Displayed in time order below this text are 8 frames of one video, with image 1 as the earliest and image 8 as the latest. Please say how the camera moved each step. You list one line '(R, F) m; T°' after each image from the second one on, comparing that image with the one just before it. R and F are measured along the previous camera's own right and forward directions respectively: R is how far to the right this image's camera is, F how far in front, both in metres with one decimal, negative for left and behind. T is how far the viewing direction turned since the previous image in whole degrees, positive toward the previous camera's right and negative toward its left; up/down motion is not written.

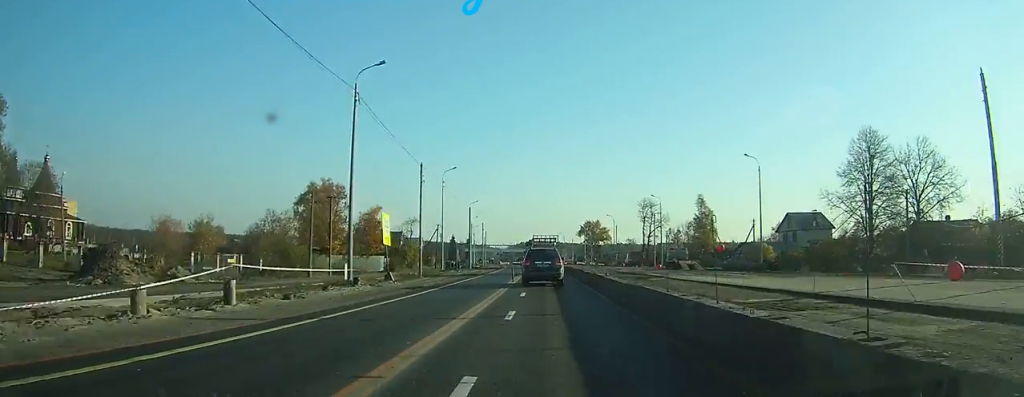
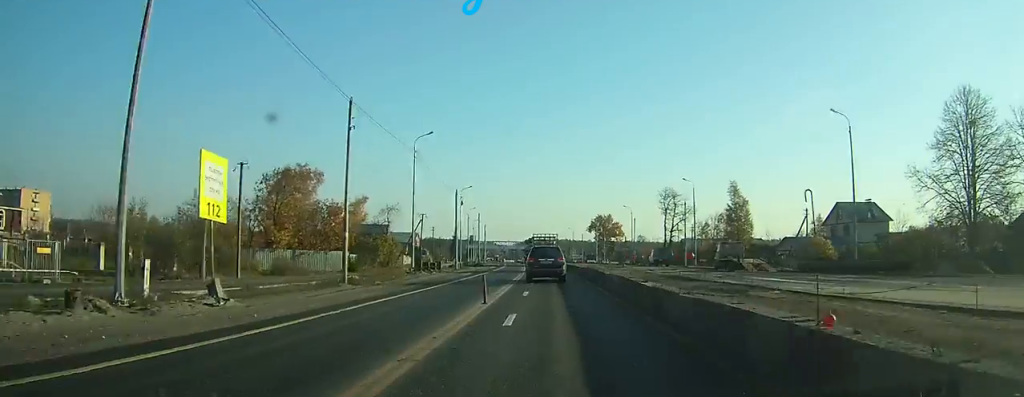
(-0.1, +18.4) m; 0°
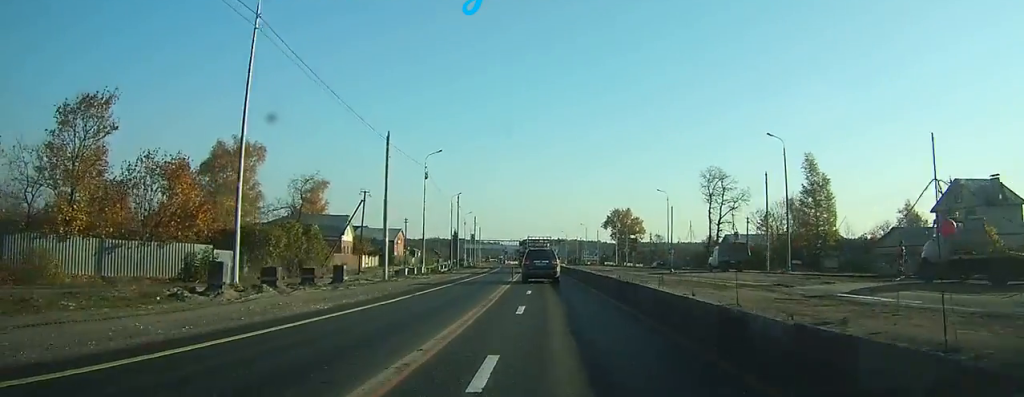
(+0.2, +29.5) m; 0°
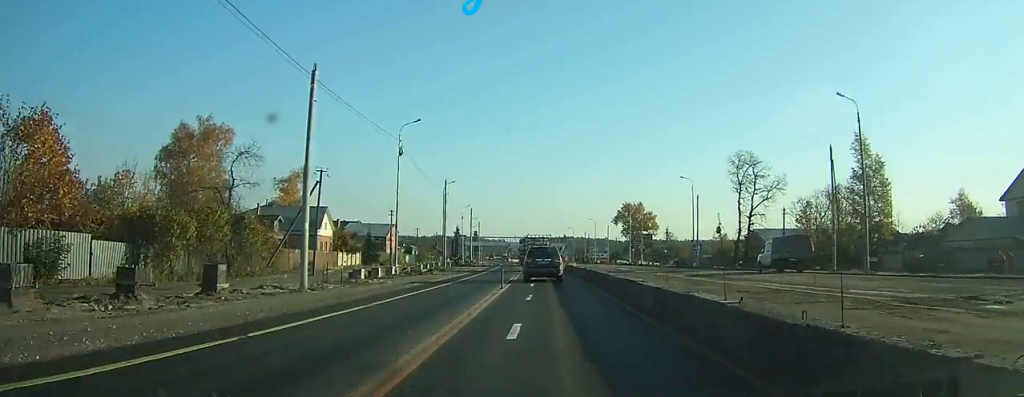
(0.0, +11.5) m; -1°
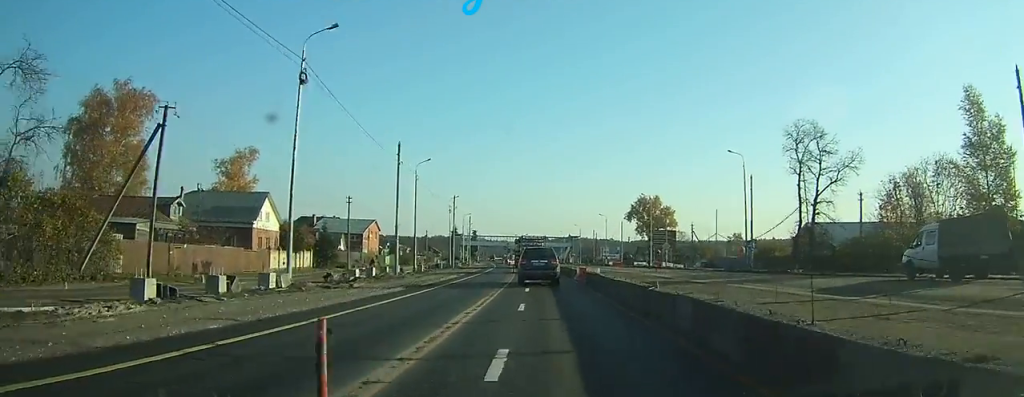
(-0.3, +19.0) m; -1°
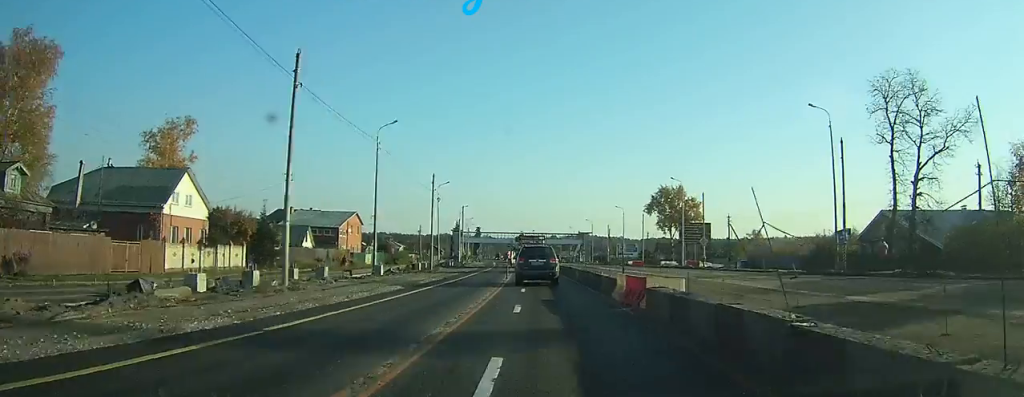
(-0.1, +17.4) m; 0°
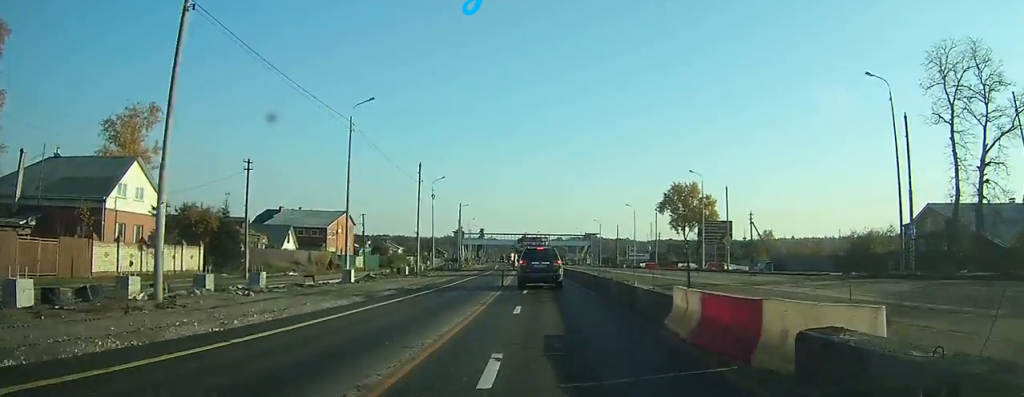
(0.0, +7.8) m; 0°
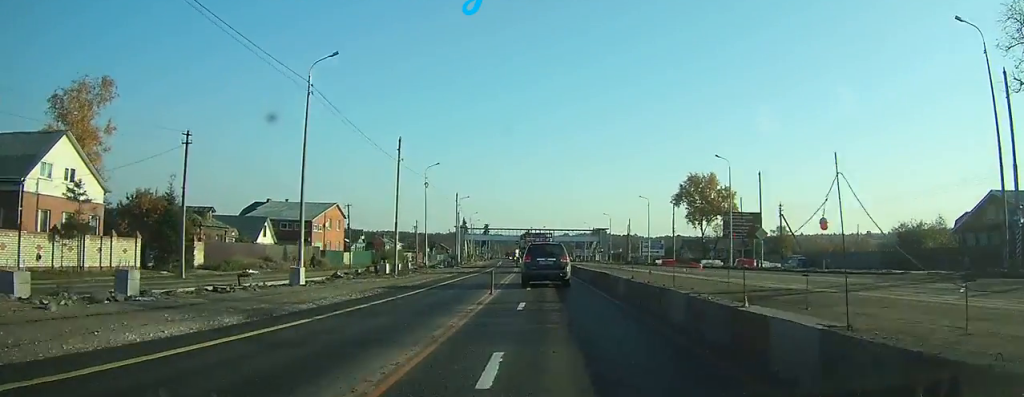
(-0.1, +7.9) m; 0°
